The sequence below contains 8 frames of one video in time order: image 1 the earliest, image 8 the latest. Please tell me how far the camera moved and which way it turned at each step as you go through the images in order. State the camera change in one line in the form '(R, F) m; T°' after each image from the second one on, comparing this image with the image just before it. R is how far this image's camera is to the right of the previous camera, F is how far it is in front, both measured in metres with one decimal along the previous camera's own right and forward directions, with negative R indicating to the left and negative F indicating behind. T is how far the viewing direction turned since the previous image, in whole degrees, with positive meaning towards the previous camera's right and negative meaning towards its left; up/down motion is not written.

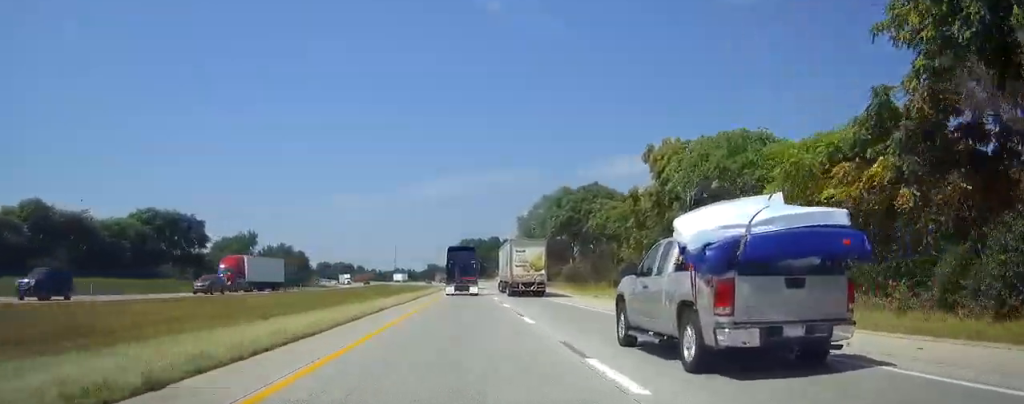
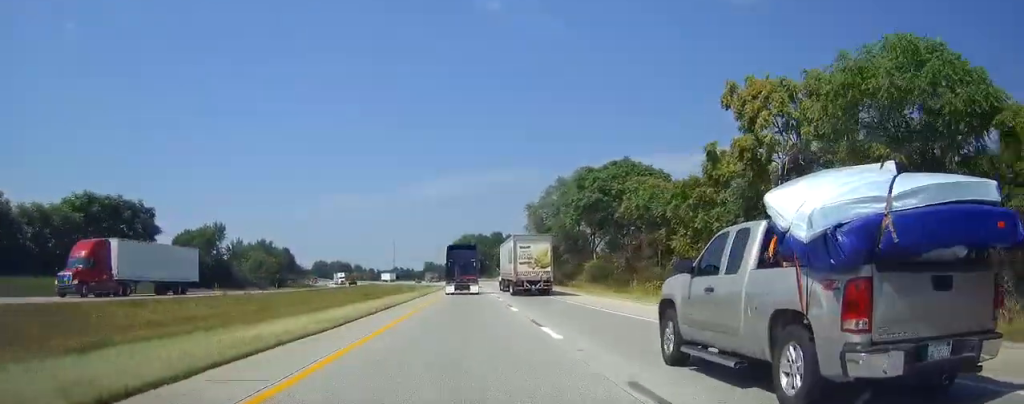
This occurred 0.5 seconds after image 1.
(0.0, +17.3) m; 0°
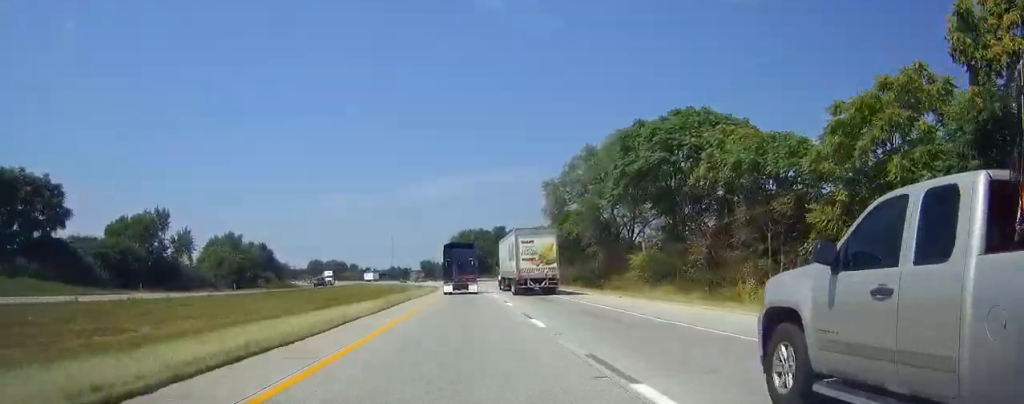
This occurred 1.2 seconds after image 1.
(-0.1, +21.7) m; 0°
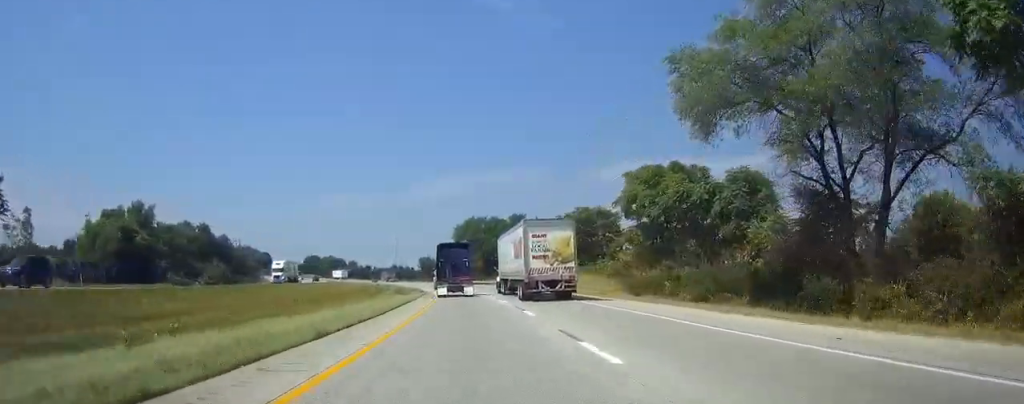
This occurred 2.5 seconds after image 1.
(-0.1, +43.3) m; 0°
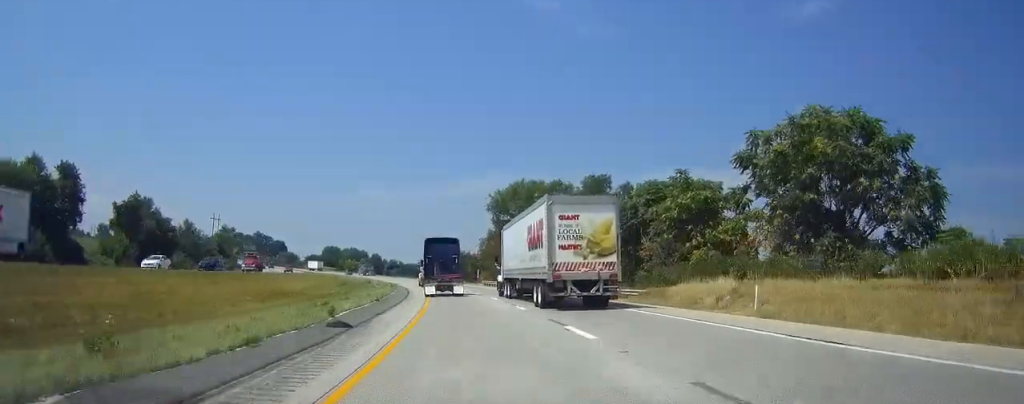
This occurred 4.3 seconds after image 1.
(-0.8, +57.2) m; -2°
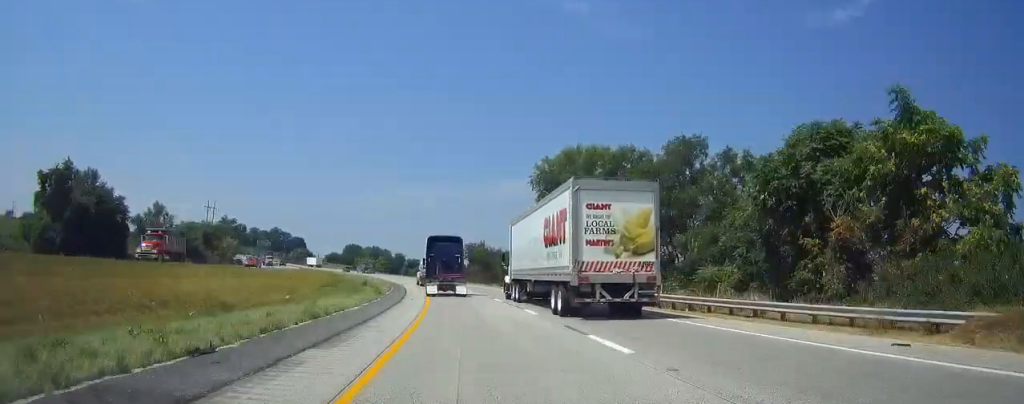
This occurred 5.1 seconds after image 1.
(-0.4, +26.8) m; -2°
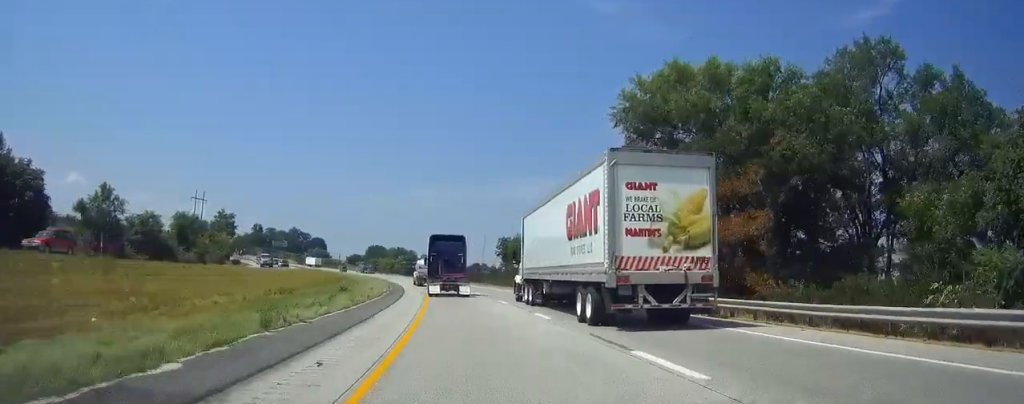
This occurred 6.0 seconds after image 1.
(-0.4, +27.7) m; -3°
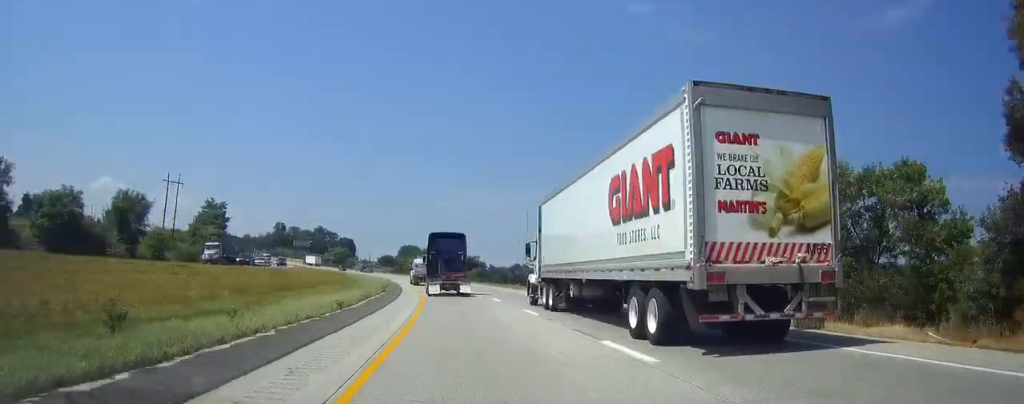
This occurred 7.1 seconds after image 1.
(-1.5, +34.9) m; -2°
